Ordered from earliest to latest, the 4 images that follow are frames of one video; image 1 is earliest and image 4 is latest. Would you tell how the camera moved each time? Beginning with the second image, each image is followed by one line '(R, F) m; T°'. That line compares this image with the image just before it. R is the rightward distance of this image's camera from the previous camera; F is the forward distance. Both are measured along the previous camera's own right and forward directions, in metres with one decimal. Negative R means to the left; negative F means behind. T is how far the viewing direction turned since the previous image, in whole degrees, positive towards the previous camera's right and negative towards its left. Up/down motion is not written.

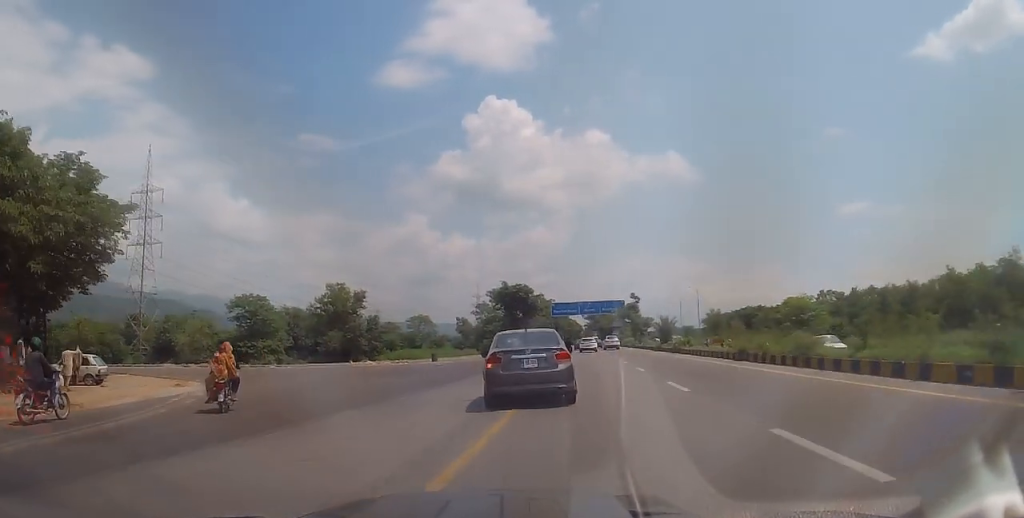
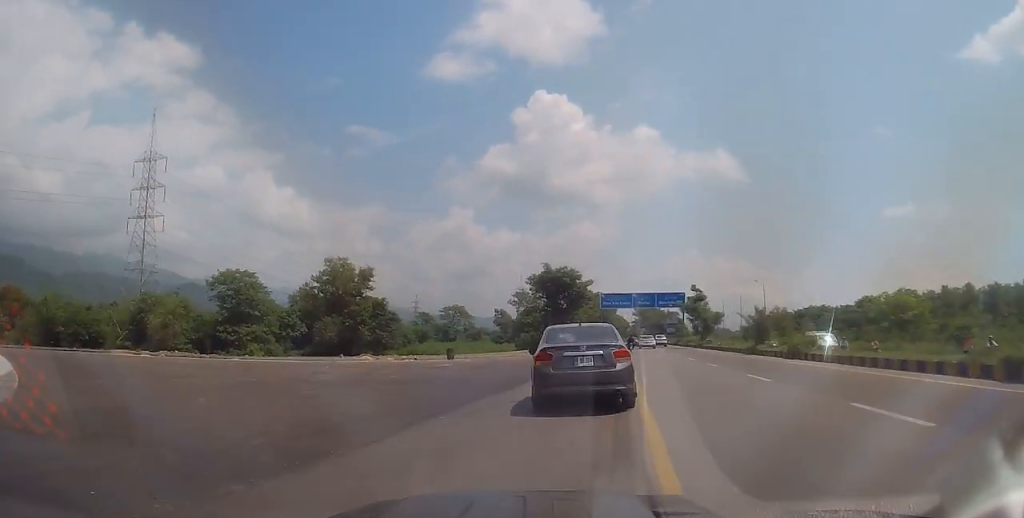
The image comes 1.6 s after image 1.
(-0.3, +15.9) m; -1°
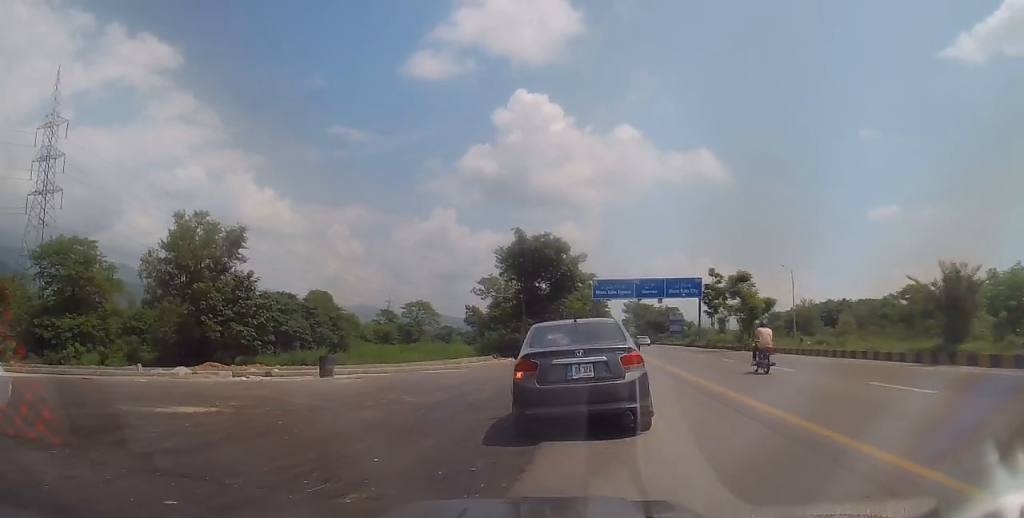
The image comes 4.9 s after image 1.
(-0.6, +24.5) m; -2°
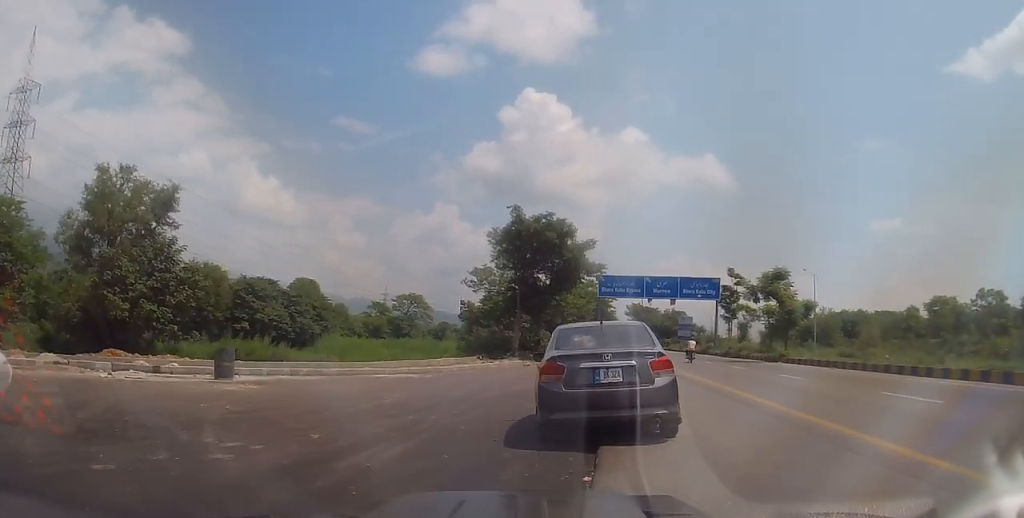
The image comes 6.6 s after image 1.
(+0.1, +8.8) m; +3°
